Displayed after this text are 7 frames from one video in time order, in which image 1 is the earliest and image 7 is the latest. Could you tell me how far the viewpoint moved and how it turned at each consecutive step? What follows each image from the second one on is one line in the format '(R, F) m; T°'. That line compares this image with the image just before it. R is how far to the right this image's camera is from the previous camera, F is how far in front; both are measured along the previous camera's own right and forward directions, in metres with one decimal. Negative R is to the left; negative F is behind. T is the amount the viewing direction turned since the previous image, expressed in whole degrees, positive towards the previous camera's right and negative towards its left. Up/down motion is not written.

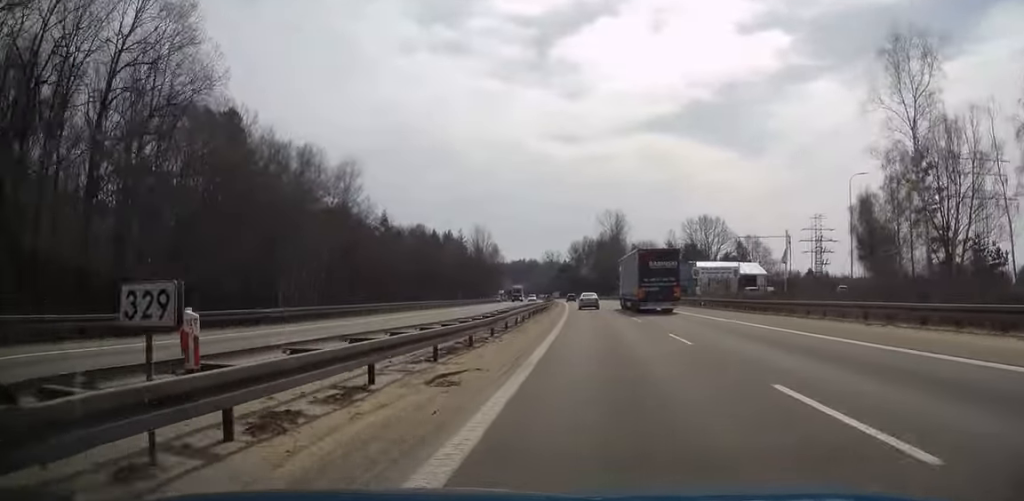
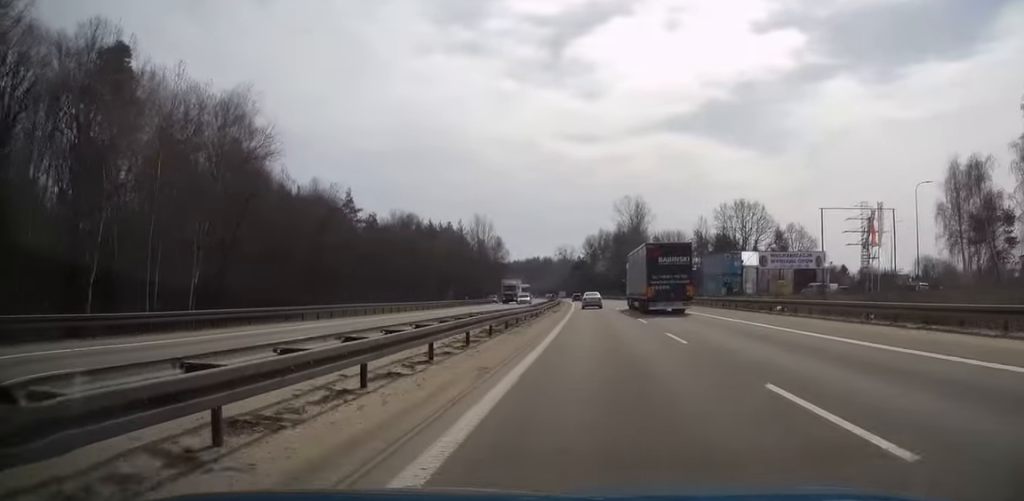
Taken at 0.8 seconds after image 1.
(-0.3, +24.0) m; -1°
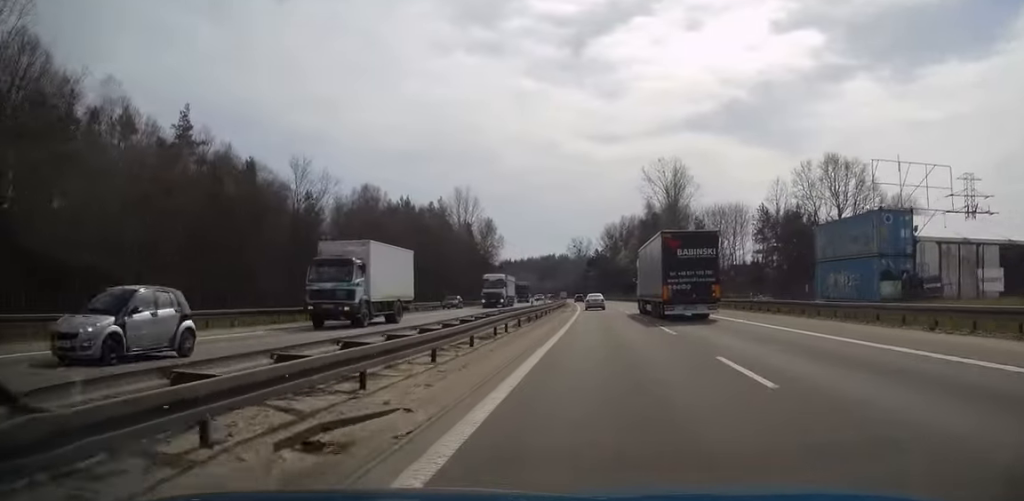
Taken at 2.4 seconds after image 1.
(-0.5, +44.5) m; -2°
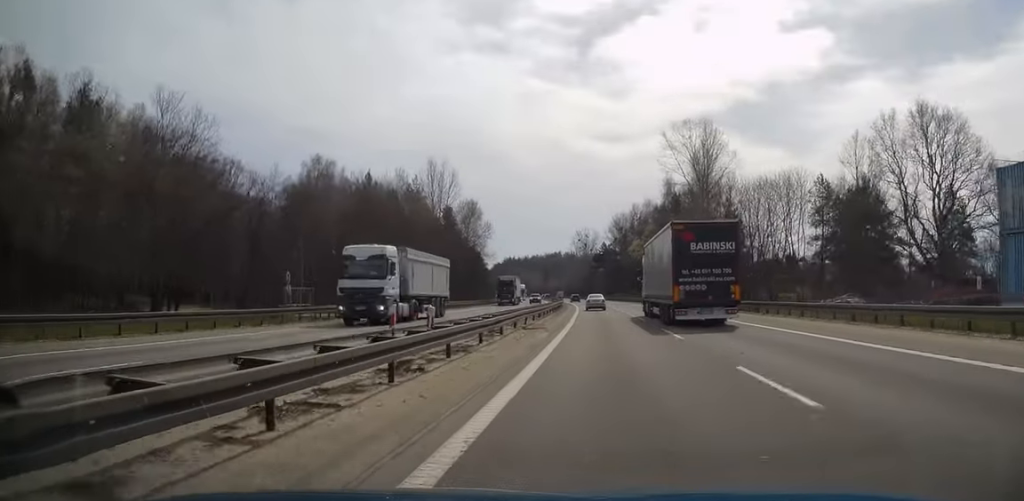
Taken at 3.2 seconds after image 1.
(-0.3, +25.6) m; -1°
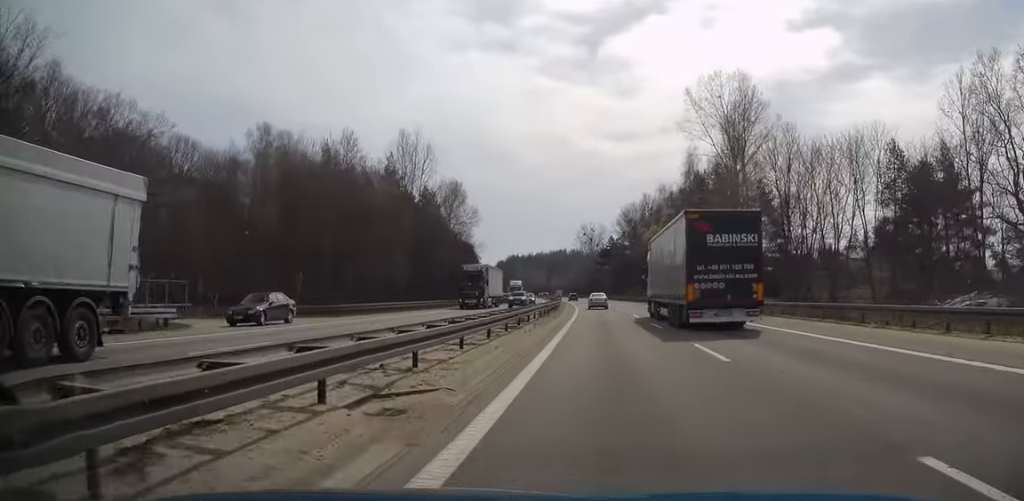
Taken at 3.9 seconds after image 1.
(-0.1, +18.7) m; -1°
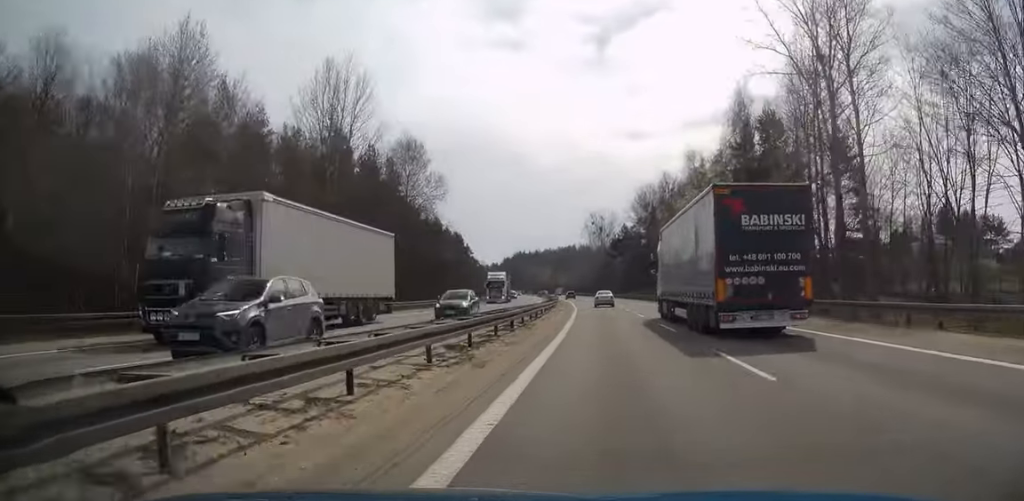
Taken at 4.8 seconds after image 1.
(0.0, +27.3) m; 0°
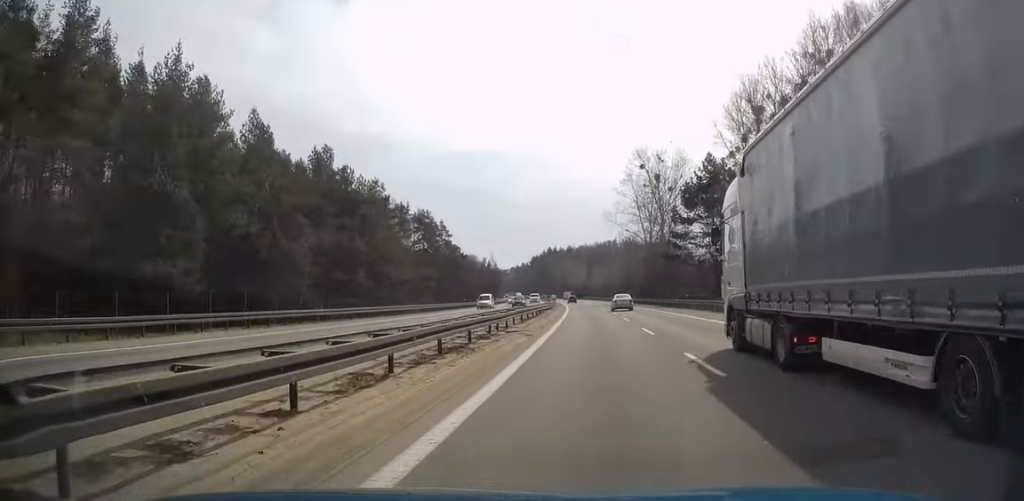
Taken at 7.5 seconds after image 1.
(-2.7, +82.0) m; -4°
